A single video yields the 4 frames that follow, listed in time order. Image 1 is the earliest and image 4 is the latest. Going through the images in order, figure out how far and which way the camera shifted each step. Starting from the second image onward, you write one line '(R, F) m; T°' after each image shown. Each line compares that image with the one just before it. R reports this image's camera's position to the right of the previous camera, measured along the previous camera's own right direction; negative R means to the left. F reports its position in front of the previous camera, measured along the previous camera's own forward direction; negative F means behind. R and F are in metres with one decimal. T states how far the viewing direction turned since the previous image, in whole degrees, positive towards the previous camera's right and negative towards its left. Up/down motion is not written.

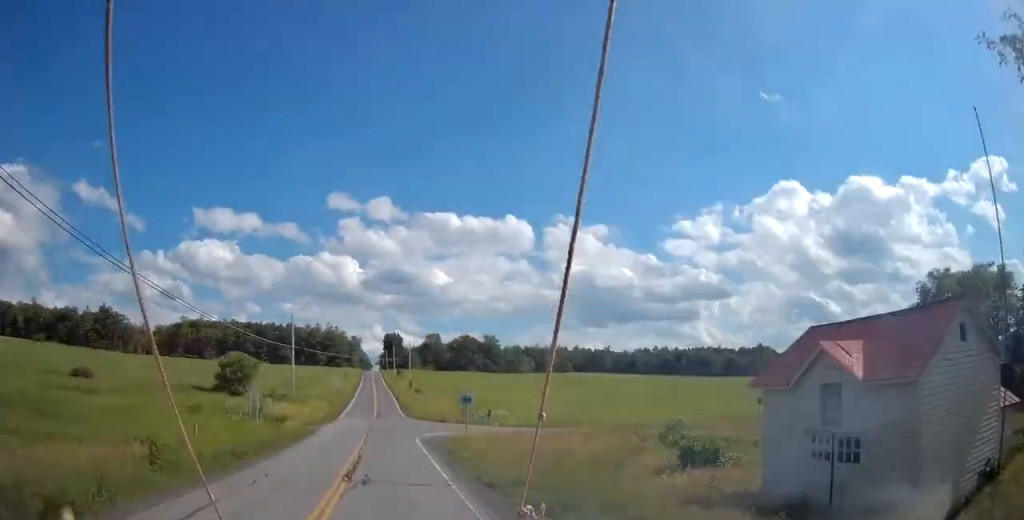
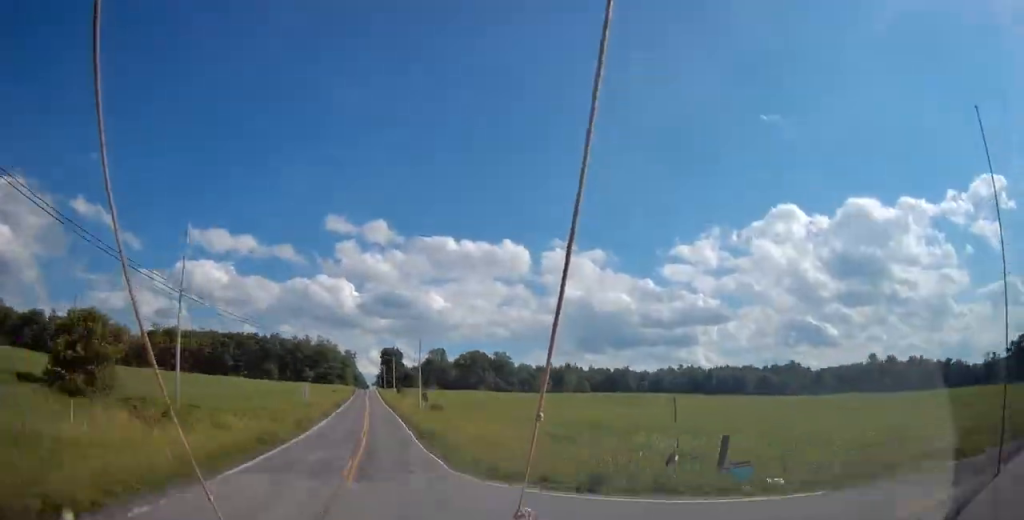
(0.0, +37.5) m; 0°
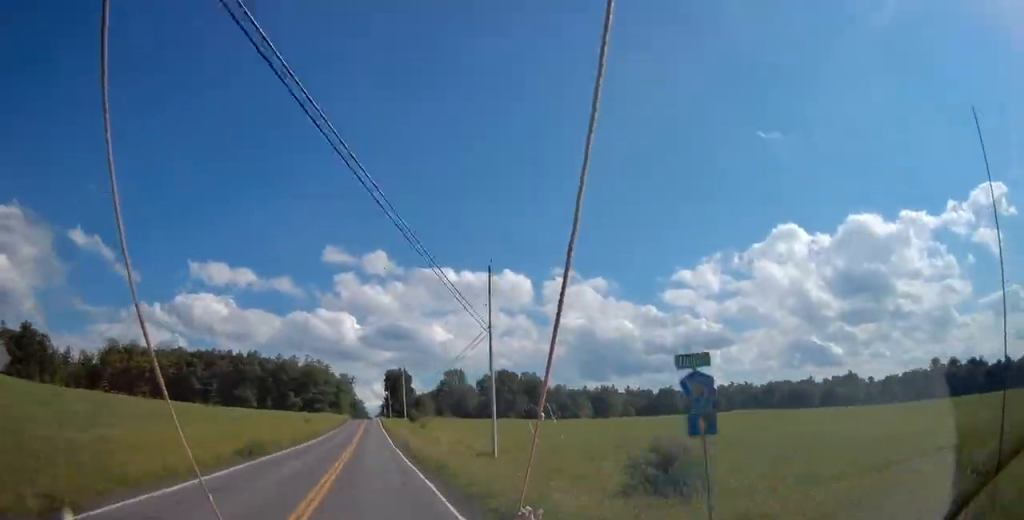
(-0.3, +50.2) m; 0°
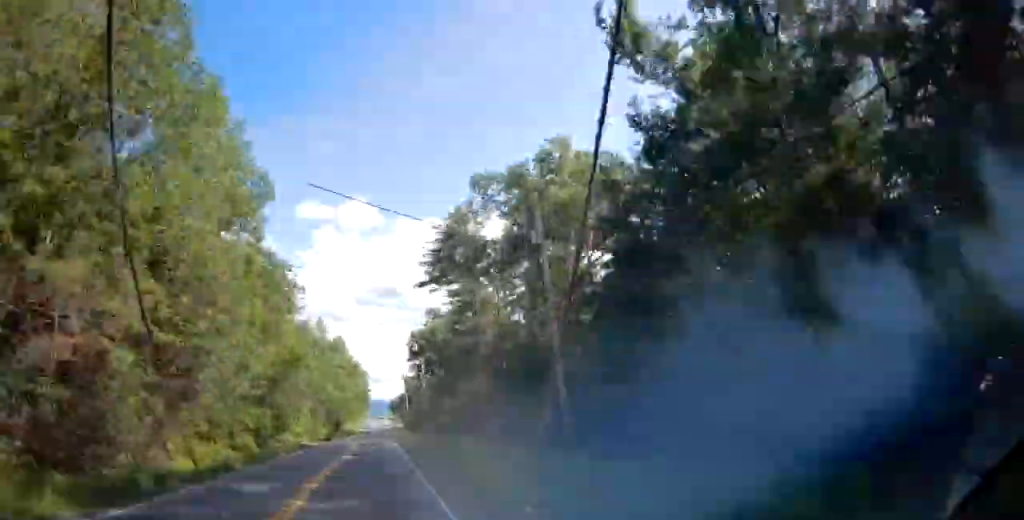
(-4.4, +425.7) m; -1°
